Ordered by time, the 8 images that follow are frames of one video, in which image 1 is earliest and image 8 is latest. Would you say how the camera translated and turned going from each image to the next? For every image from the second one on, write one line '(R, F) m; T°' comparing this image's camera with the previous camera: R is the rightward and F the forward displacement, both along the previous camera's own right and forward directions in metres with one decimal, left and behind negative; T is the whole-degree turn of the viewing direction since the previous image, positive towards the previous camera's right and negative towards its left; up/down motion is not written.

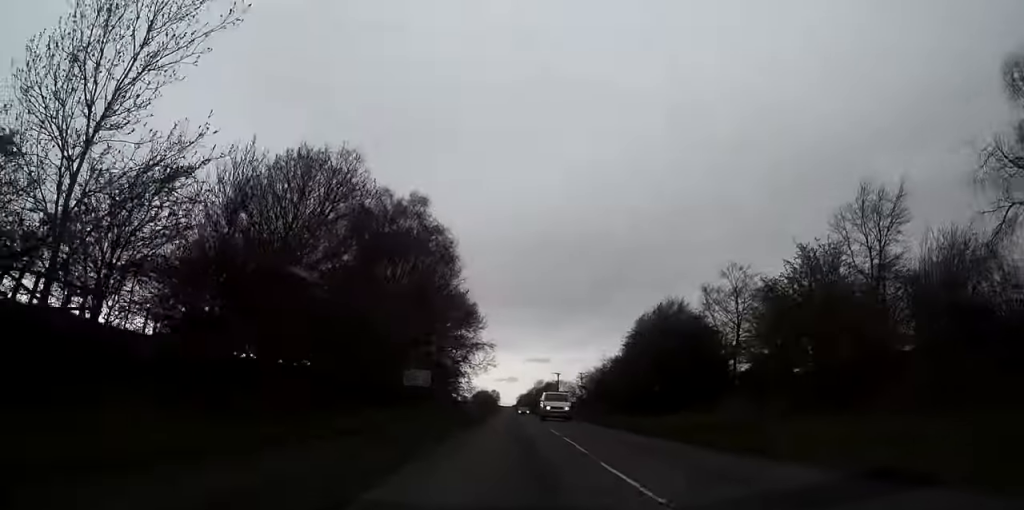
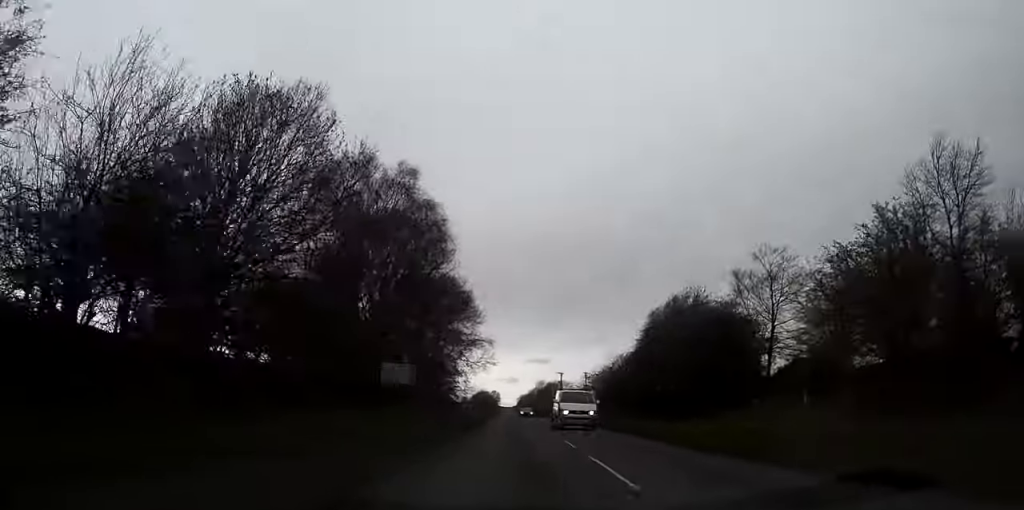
(0.0, +7.1) m; 0°
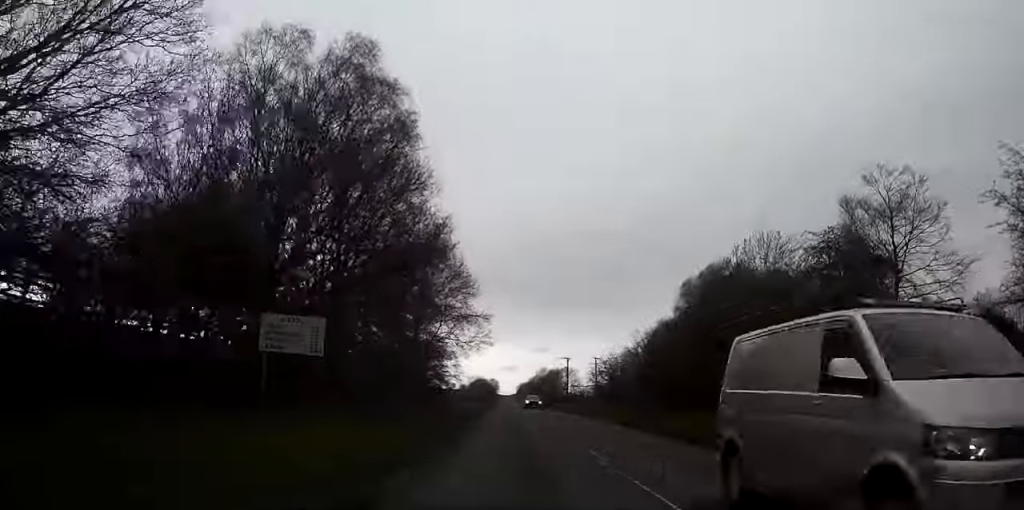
(+0.2, +15.7) m; 0°
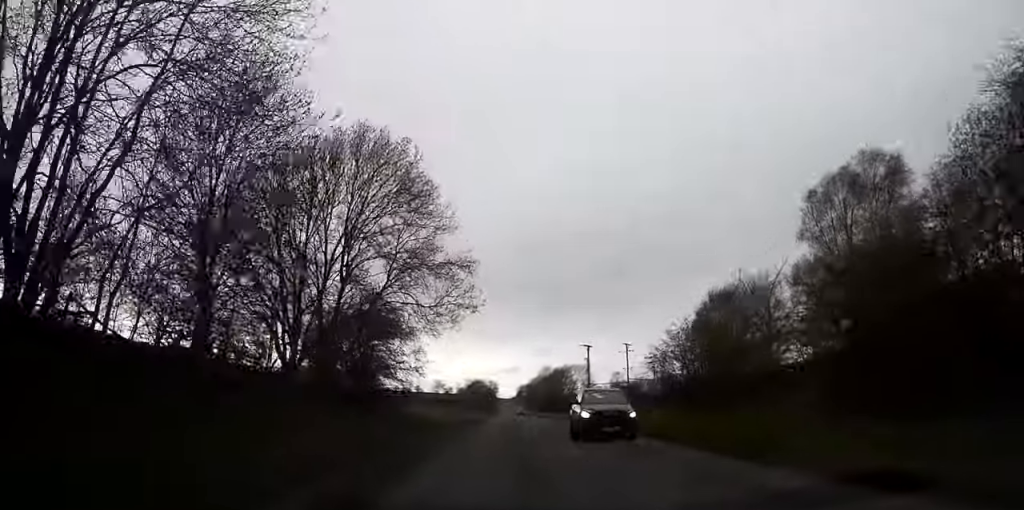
(-0.4, +31.3) m; -1°
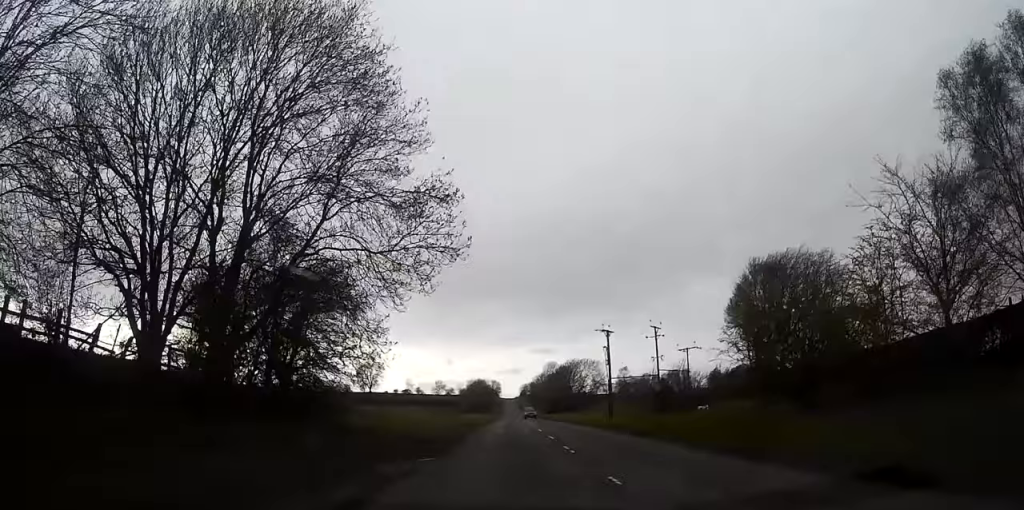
(0.0, +15.4) m; 0°
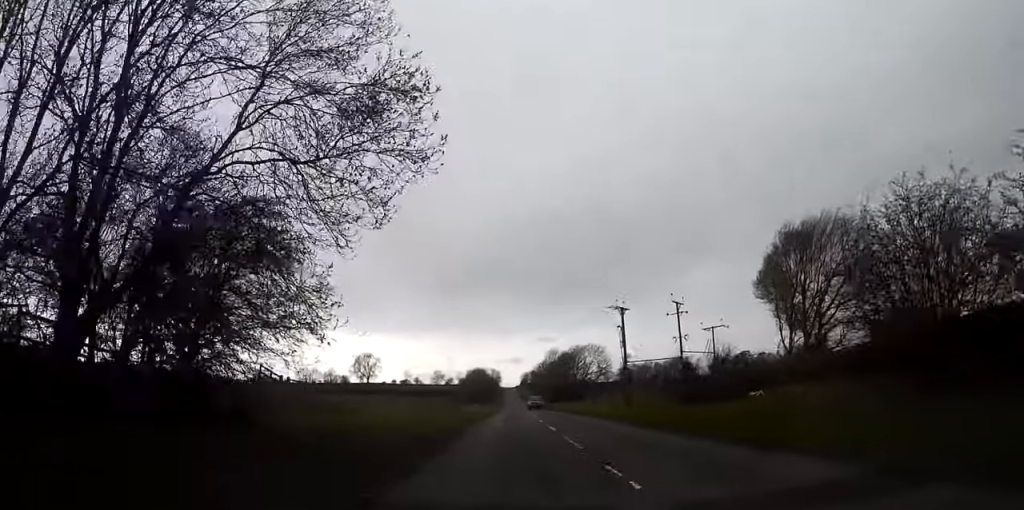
(0.0, +9.2) m; 0°
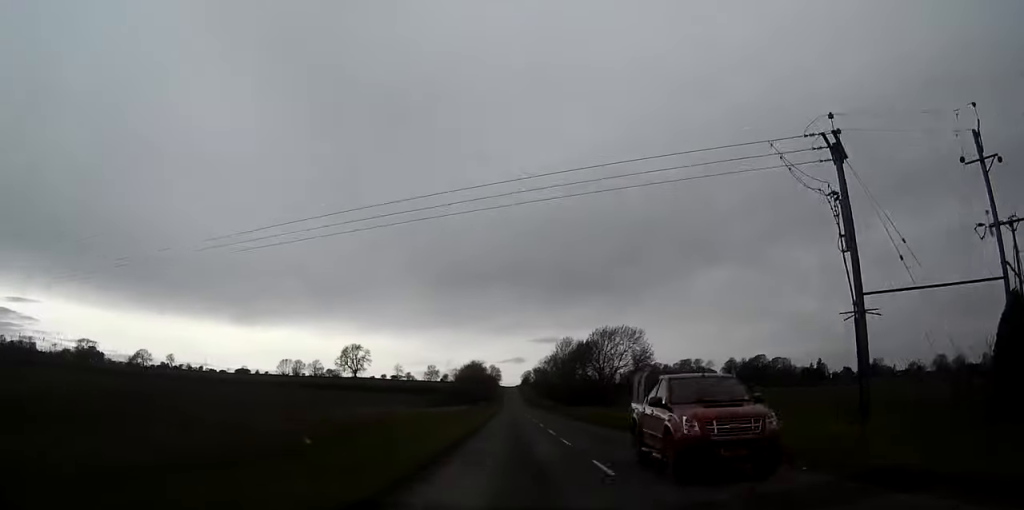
(-0.1, +41.5) m; 0°
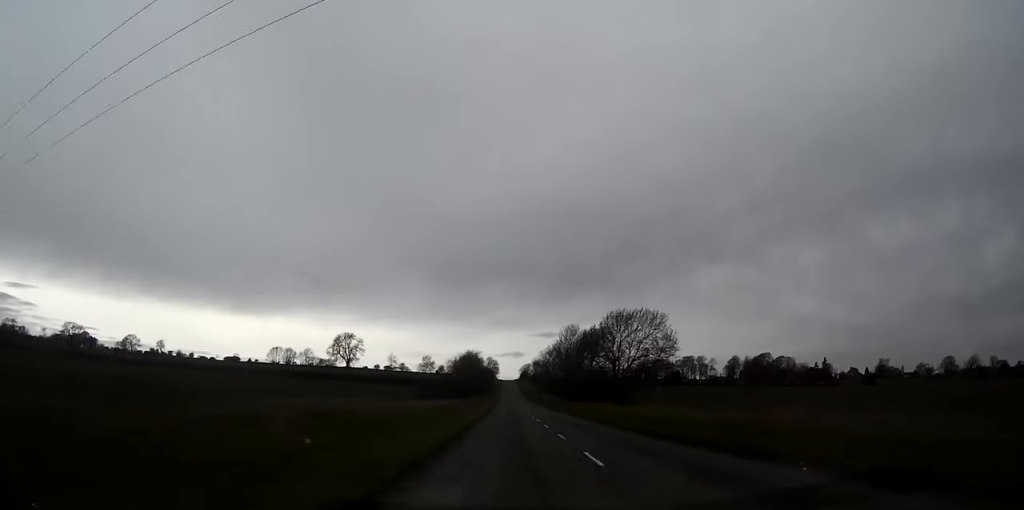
(+0.1, +16.7) m; +1°
